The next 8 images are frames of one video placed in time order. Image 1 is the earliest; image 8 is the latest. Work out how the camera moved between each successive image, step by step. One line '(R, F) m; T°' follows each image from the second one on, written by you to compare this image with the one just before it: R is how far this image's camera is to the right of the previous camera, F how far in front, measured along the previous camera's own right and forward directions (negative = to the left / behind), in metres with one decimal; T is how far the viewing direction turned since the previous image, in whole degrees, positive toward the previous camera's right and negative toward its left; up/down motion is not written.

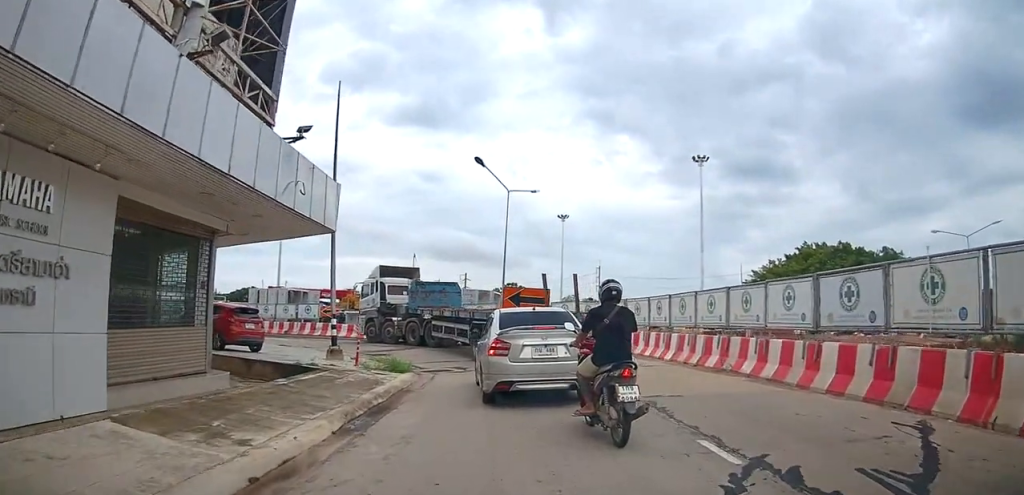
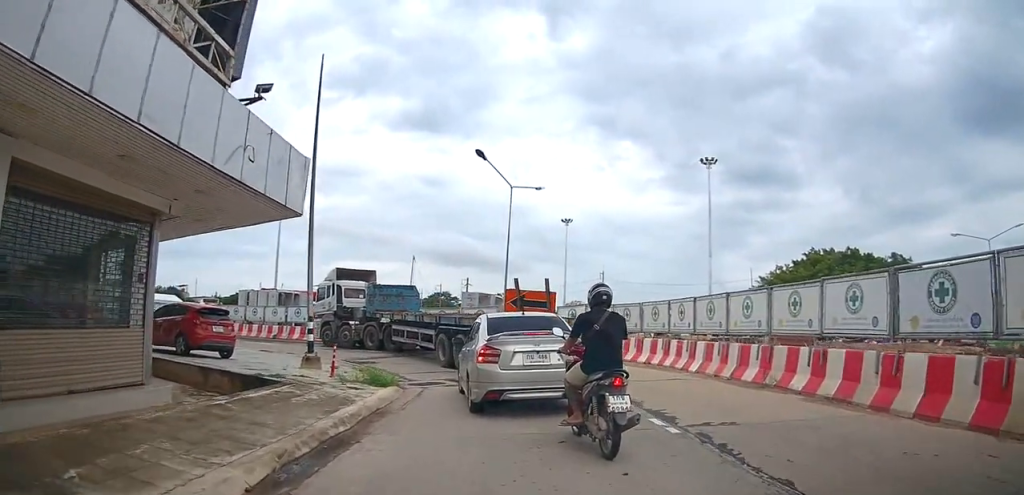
(0.0, +2.2) m; -2°
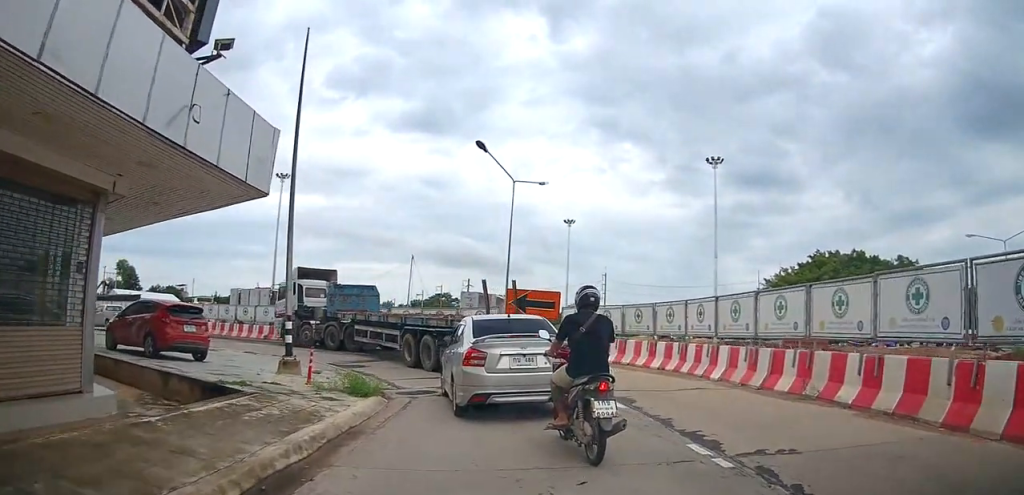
(0.0, +1.8) m; -2°
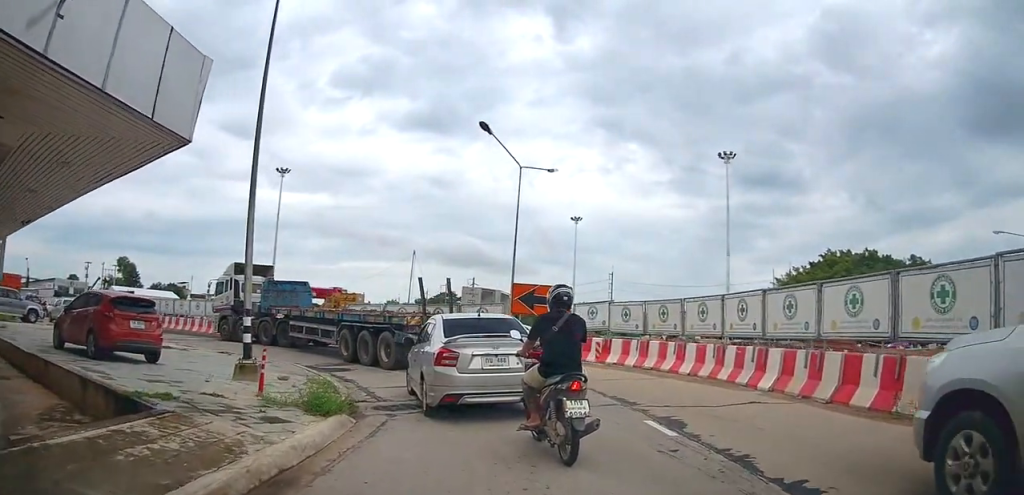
(0.0, +2.3) m; -2°
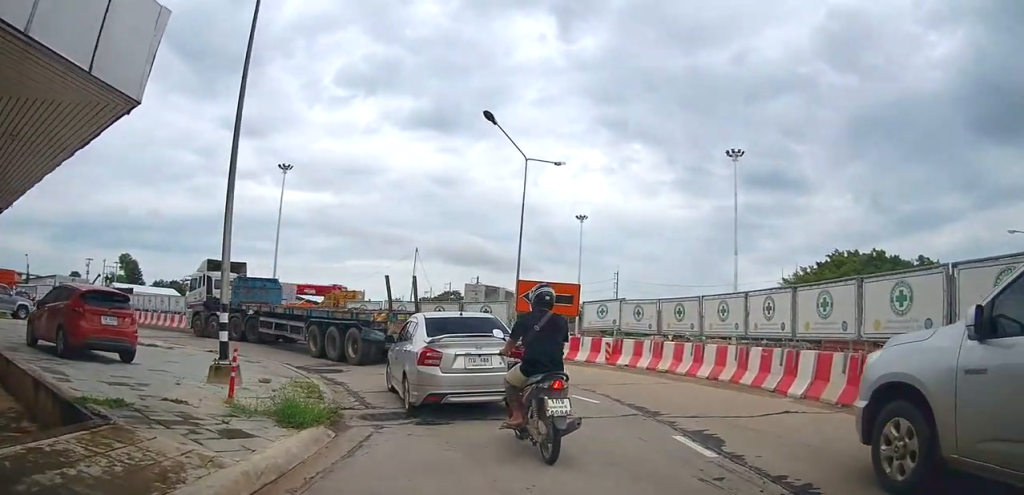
(0.0, +1.0) m; -2°
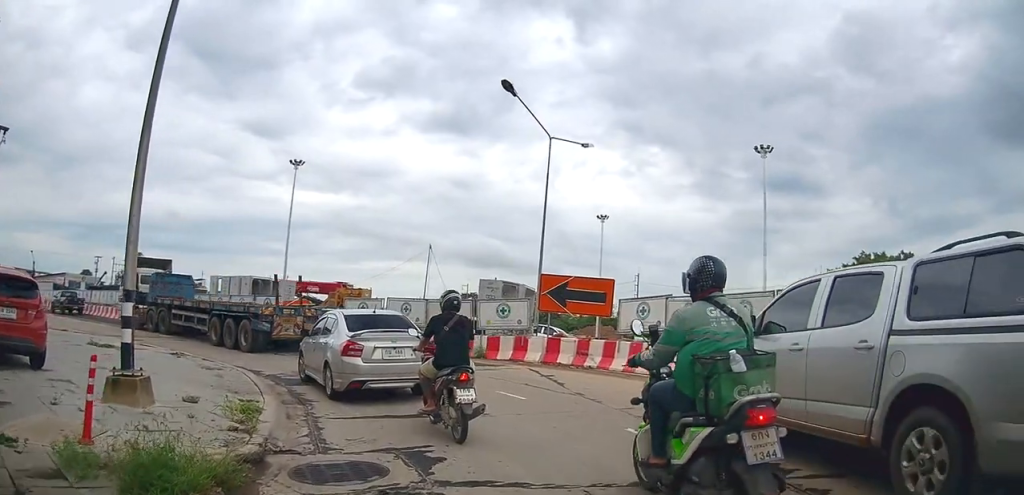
(-0.2, +2.8) m; -6°
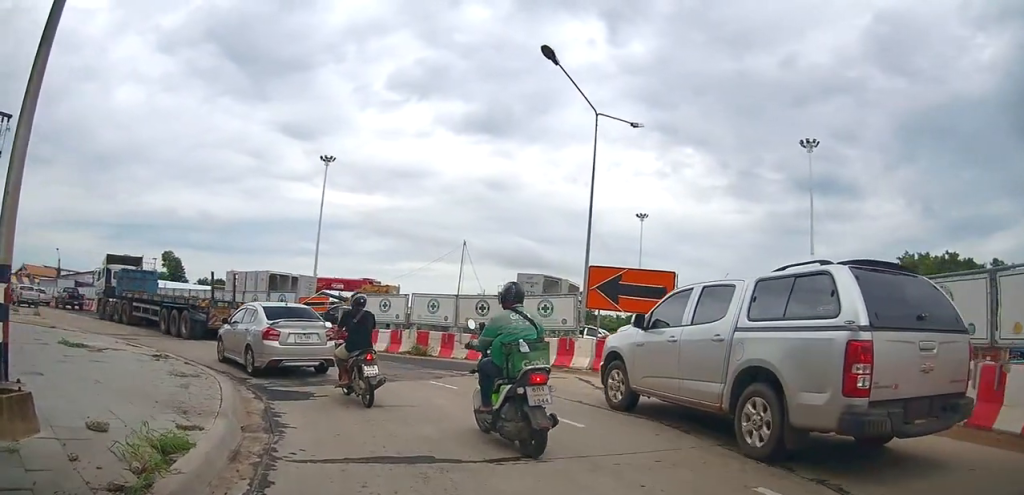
(0.0, +2.3) m; -2°
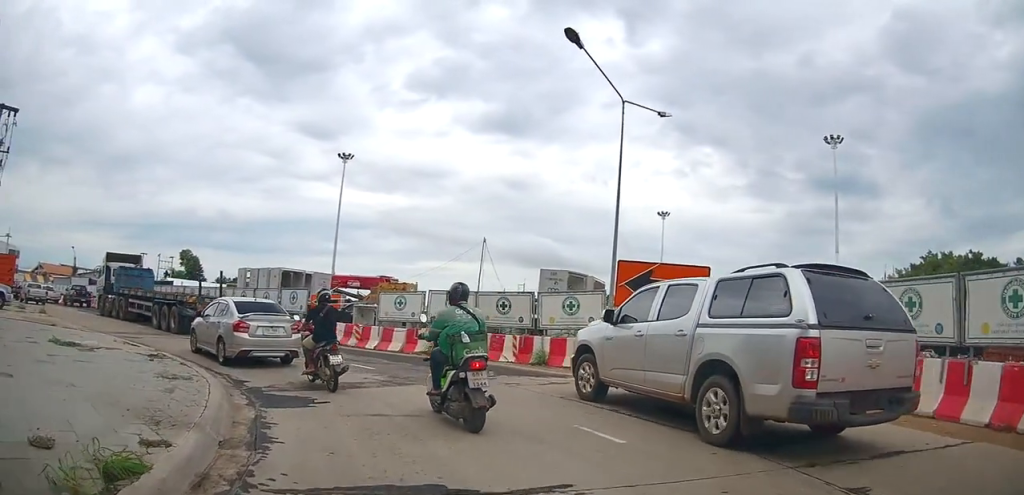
(0.0, +1.0) m; -3°
